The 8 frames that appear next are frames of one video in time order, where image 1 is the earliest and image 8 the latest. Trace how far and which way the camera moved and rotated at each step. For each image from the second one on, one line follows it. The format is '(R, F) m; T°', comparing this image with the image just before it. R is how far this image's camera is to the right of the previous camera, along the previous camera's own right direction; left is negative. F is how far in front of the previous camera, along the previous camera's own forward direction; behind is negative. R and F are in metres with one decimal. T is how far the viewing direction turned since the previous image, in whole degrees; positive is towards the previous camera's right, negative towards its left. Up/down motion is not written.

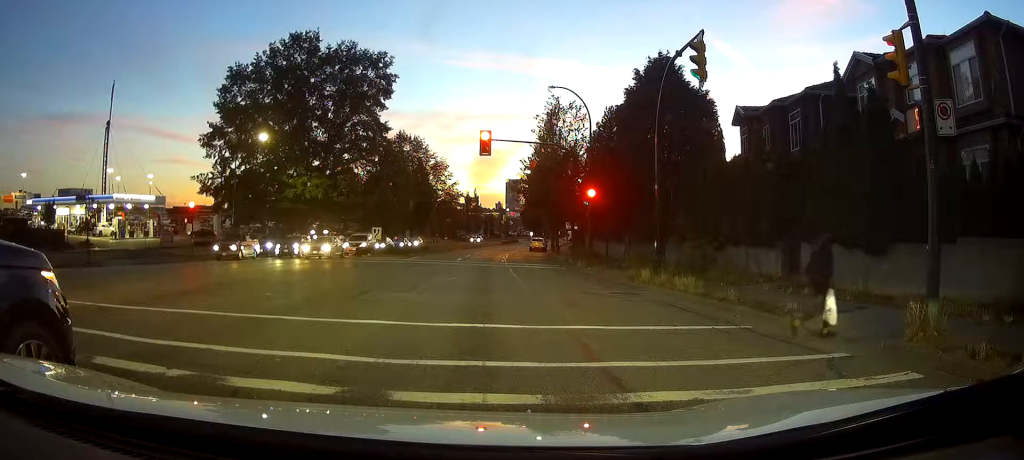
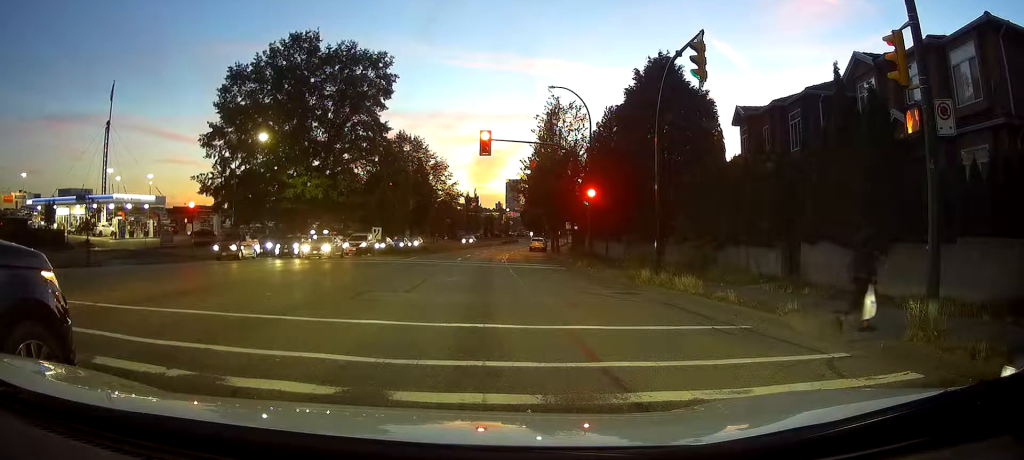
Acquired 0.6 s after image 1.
(0.0, 0.0) m; 0°
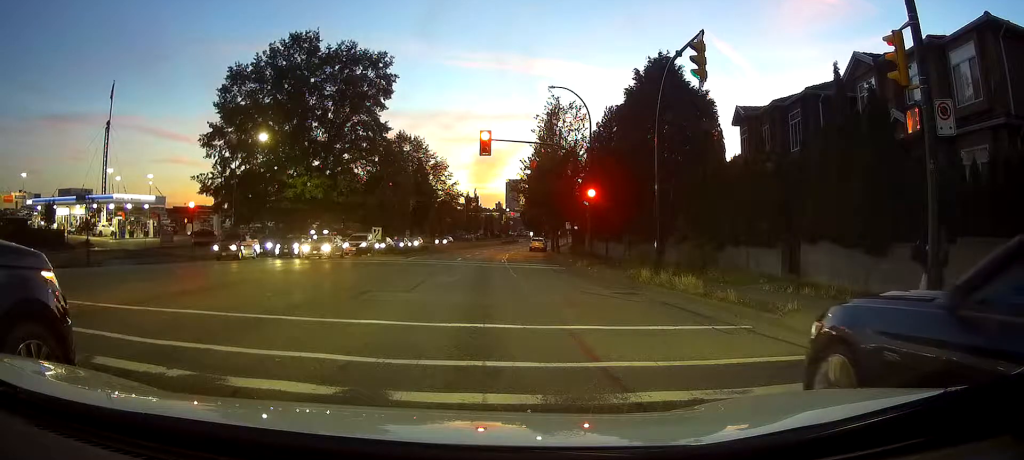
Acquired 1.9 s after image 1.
(0.0, 0.0) m; 0°
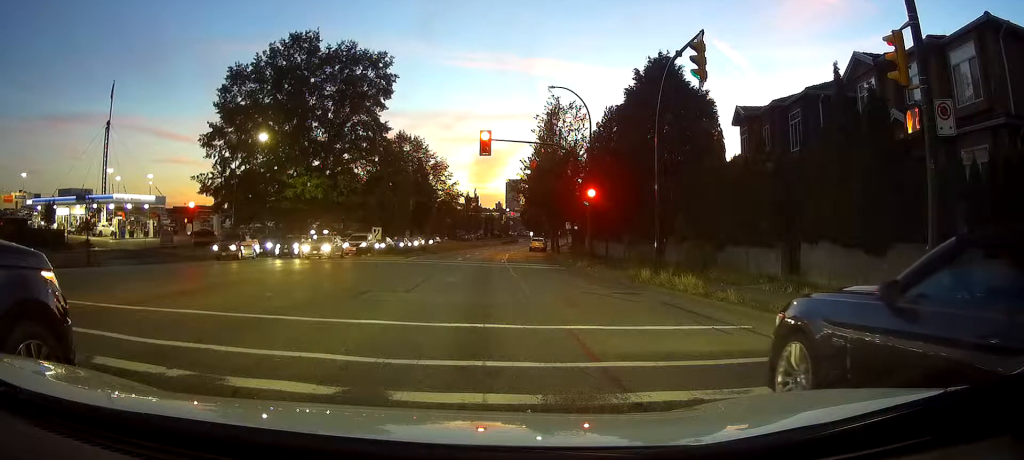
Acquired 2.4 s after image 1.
(0.0, 0.0) m; 0°
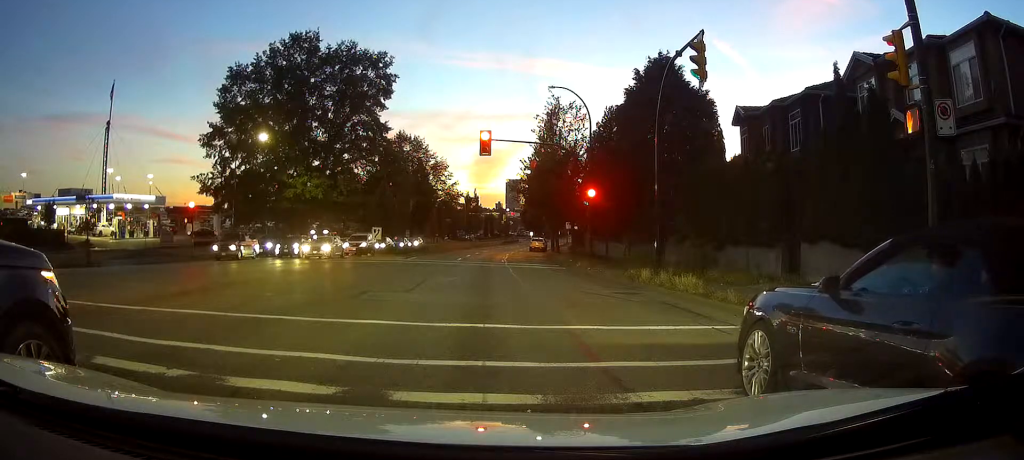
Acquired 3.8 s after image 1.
(0.0, 0.0) m; 0°
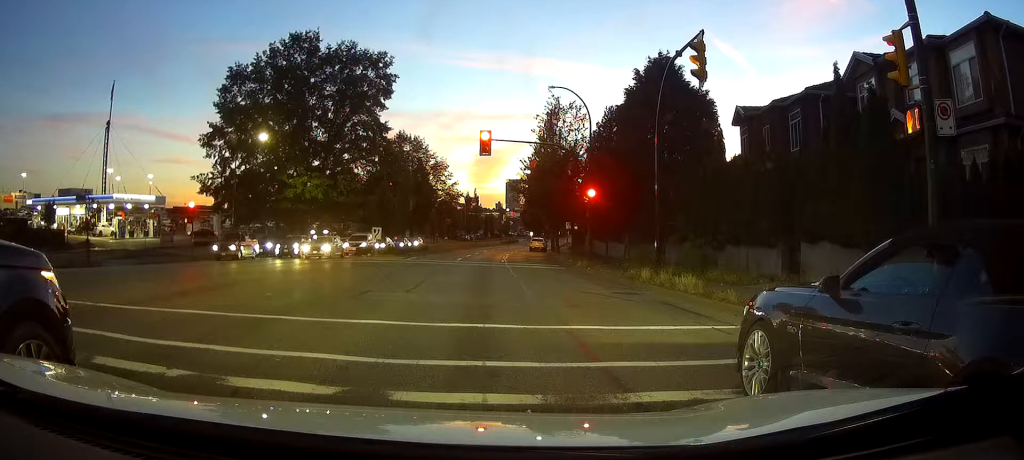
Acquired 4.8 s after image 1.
(0.0, 0.0) m; 0°
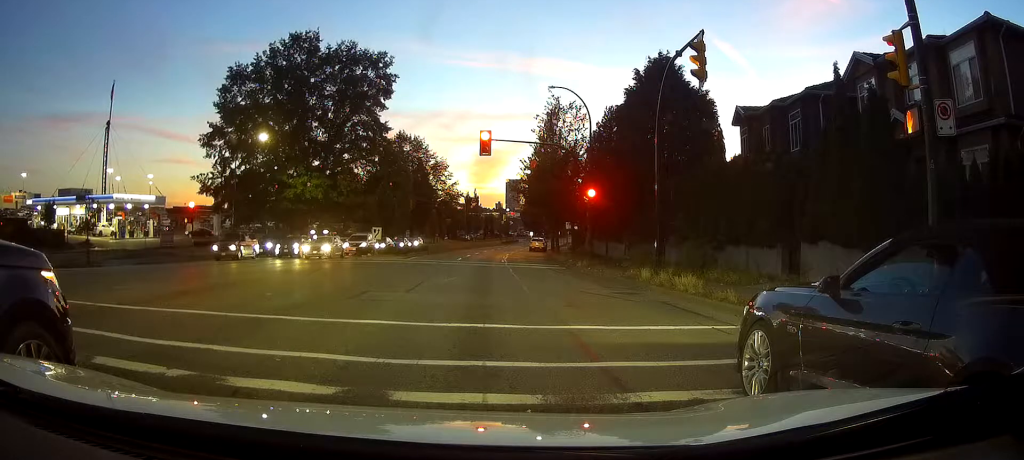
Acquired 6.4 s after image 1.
(0.0, 0.0) m; 0°
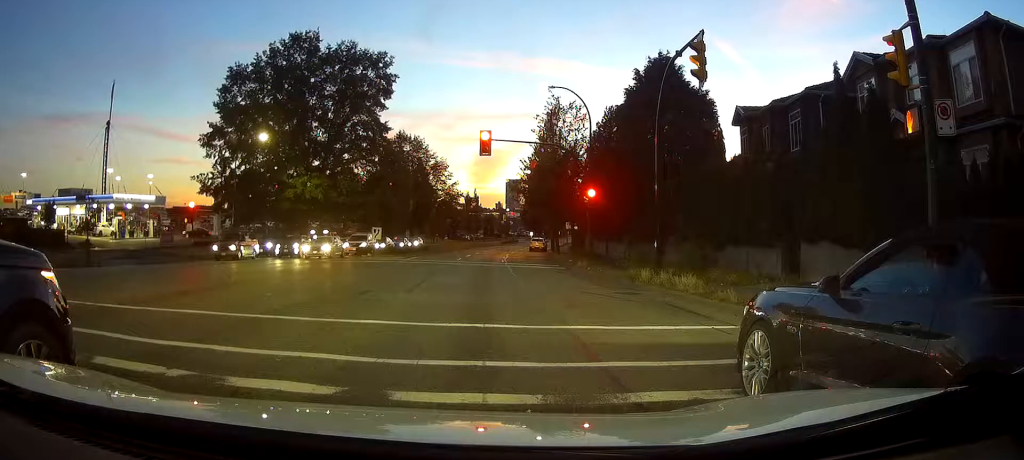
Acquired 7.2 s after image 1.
(0.0, 0.0) m; 0°
